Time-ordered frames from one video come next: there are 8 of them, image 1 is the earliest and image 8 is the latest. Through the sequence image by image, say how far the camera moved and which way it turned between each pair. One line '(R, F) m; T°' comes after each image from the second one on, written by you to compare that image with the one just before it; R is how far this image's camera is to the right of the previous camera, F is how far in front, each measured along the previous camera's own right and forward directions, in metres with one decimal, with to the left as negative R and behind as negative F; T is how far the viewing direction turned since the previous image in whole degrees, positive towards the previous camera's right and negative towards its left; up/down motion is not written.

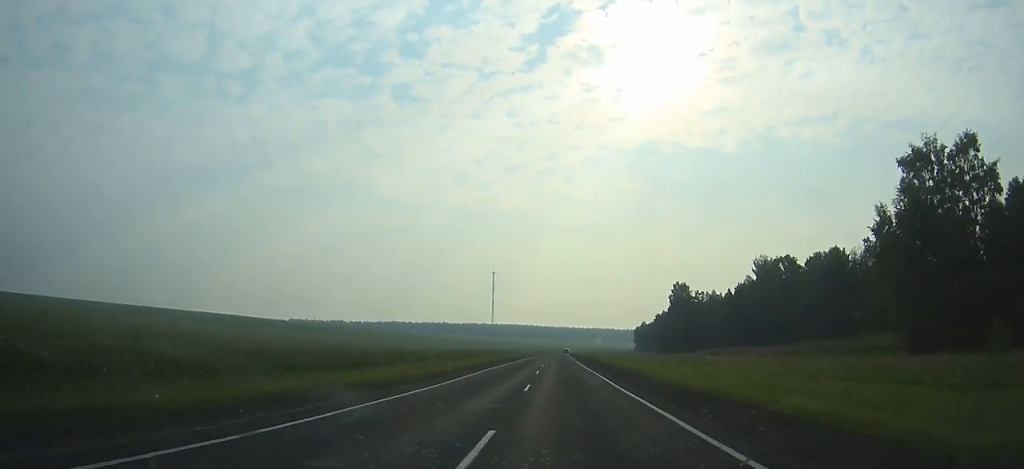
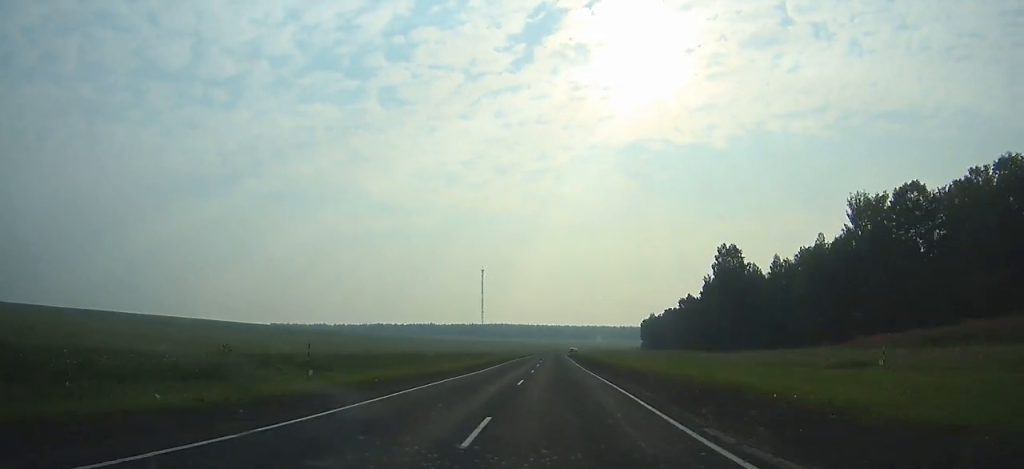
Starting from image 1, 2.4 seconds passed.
(-0.7, +55.5) m; 0°
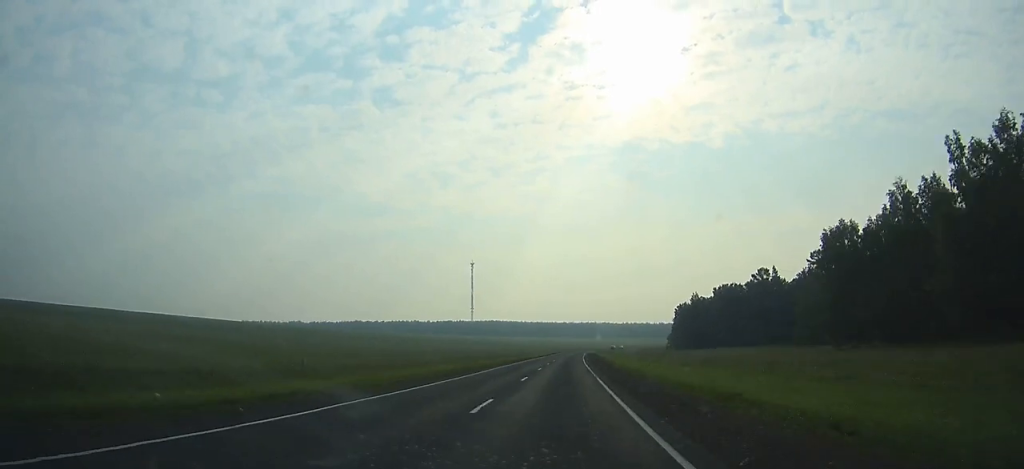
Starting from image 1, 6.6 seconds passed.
(+0.7, +99.4) m; +1°
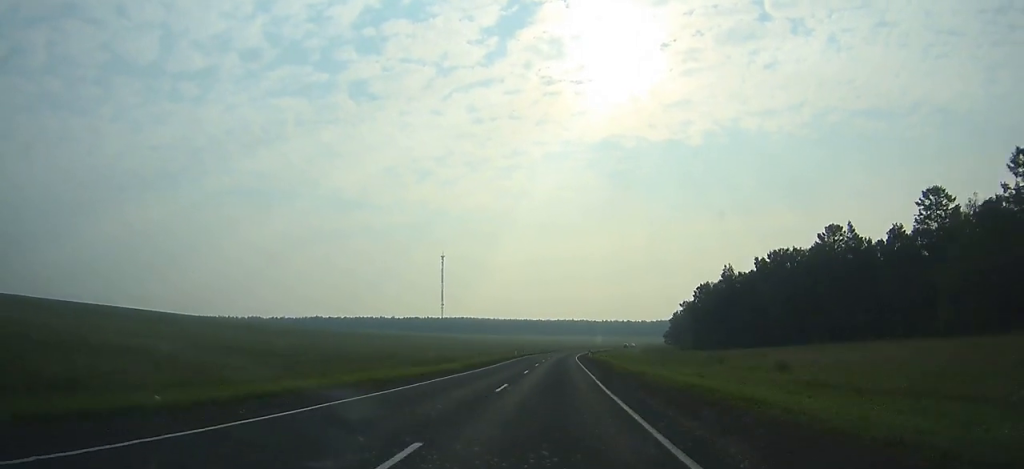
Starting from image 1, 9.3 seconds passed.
(+0.7, +65.3) m; +2°
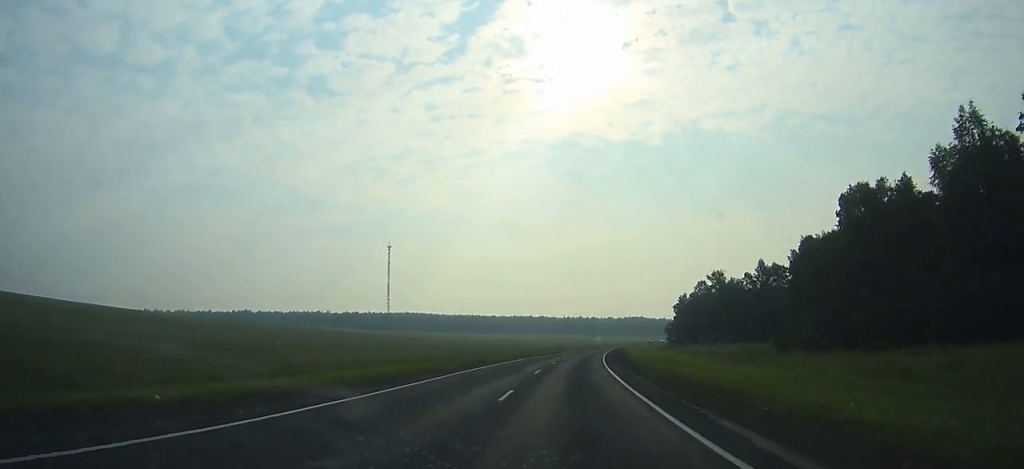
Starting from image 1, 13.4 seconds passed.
(+2.6, +96.3) m; +5°
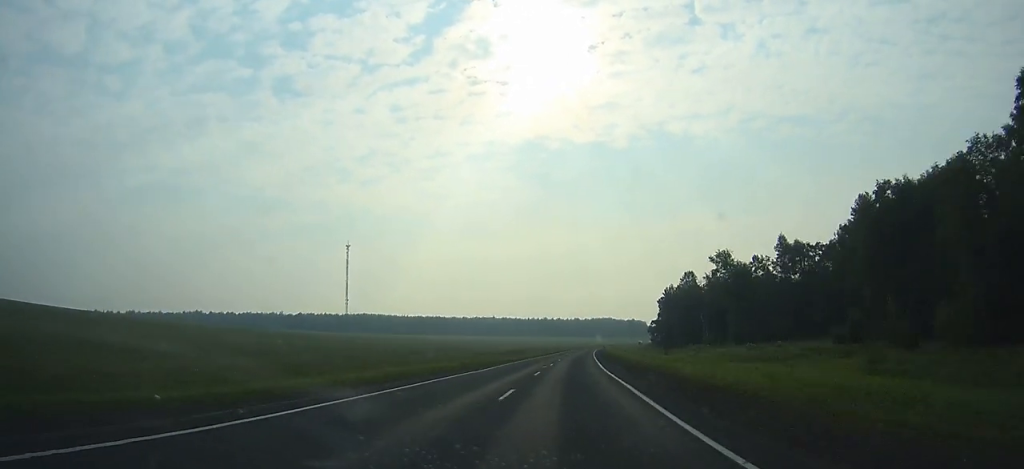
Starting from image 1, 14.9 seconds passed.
(+1.2, +33.7) m; +2°
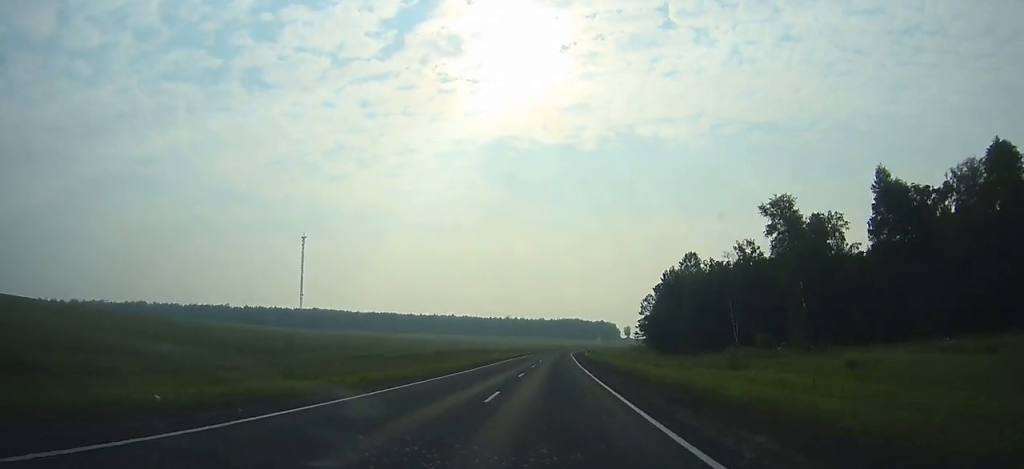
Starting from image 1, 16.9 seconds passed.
(+1.2, +44.7) m; +3°
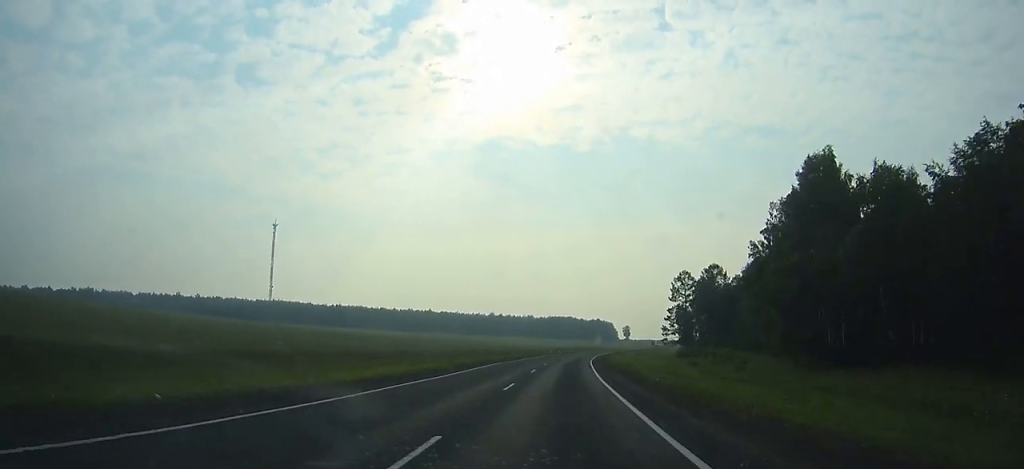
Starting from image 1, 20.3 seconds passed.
(+2.3, +76.2) m; +3°
